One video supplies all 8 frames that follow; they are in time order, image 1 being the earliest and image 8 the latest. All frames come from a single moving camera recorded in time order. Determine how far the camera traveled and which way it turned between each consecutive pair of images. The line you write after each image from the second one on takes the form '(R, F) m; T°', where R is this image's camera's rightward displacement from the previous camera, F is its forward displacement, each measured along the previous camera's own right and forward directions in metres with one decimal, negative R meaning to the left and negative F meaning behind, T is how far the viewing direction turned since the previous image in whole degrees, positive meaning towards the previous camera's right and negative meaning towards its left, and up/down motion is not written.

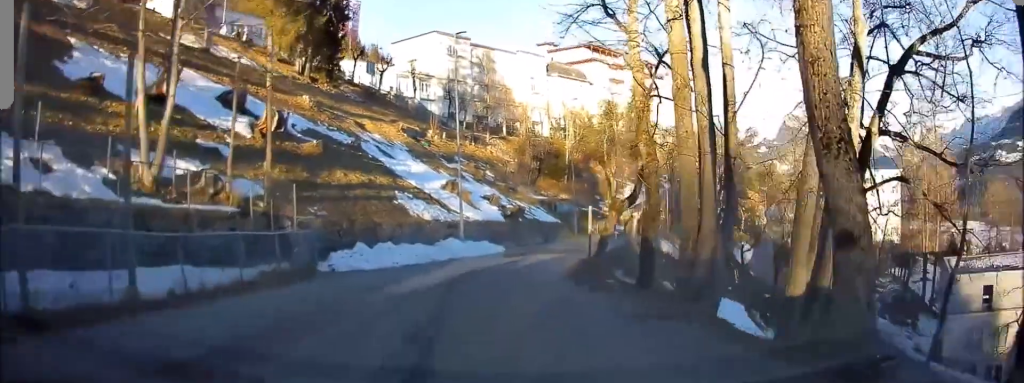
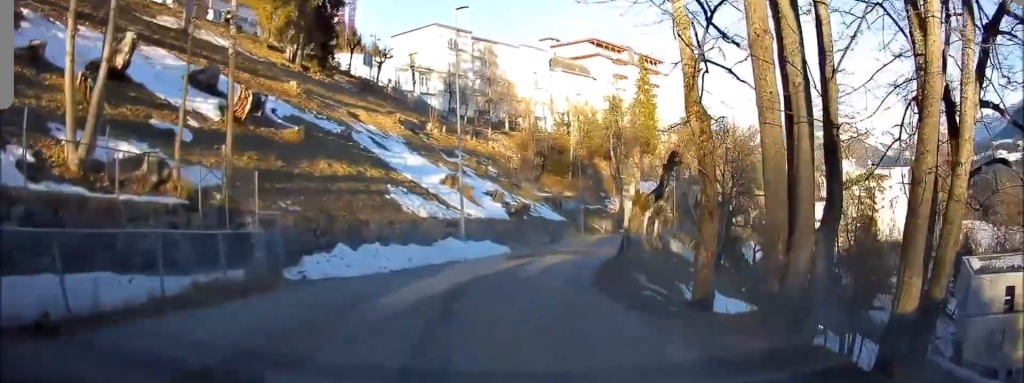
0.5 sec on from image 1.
(+0.5, +2.9) m; +6°
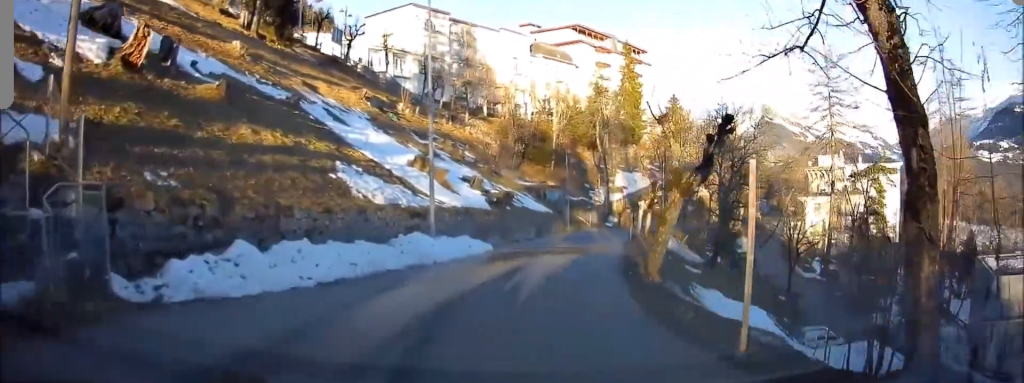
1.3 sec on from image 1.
(+0.3, +5.3) m; +2°
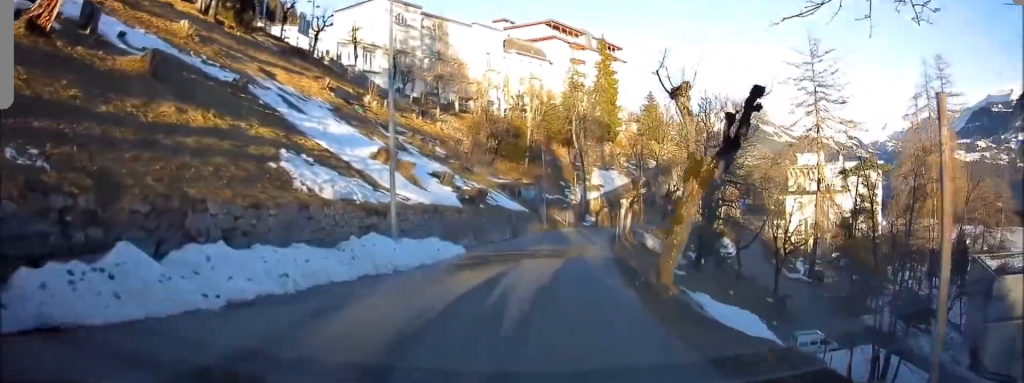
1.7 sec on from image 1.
(0.0, +3.0) m; -1°
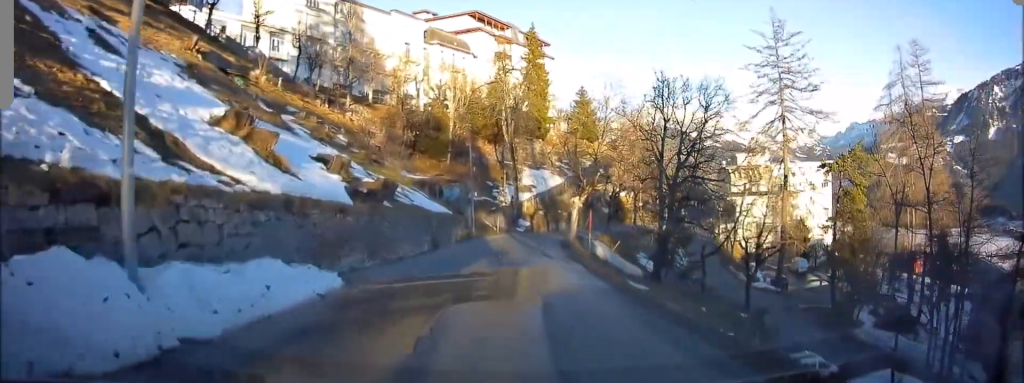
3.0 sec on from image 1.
(+0.1, +9.8) m; +5°
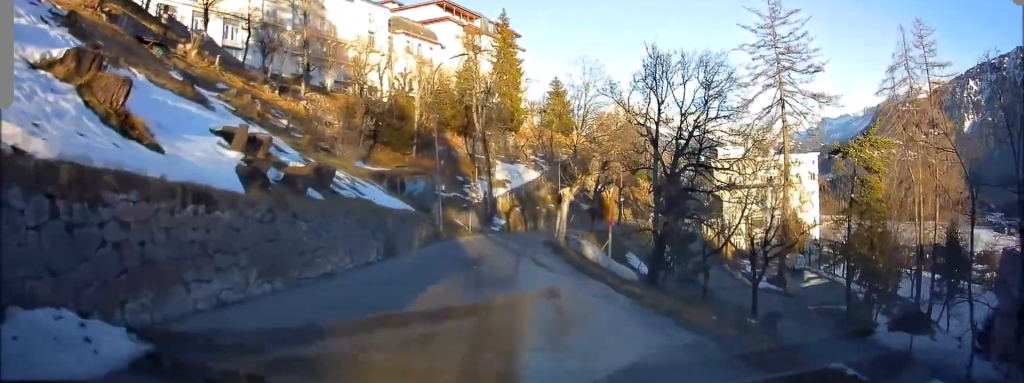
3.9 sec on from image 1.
(+0.4, +6.6) m; +4°
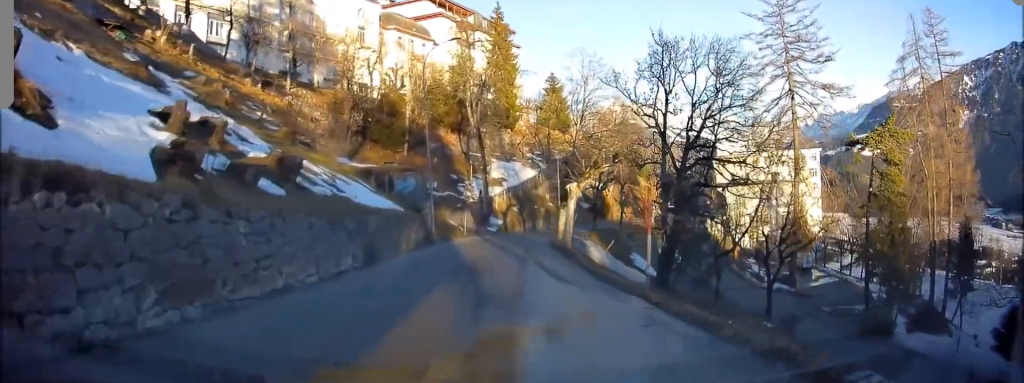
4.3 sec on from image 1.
(0.0, +3.1) m; +1°
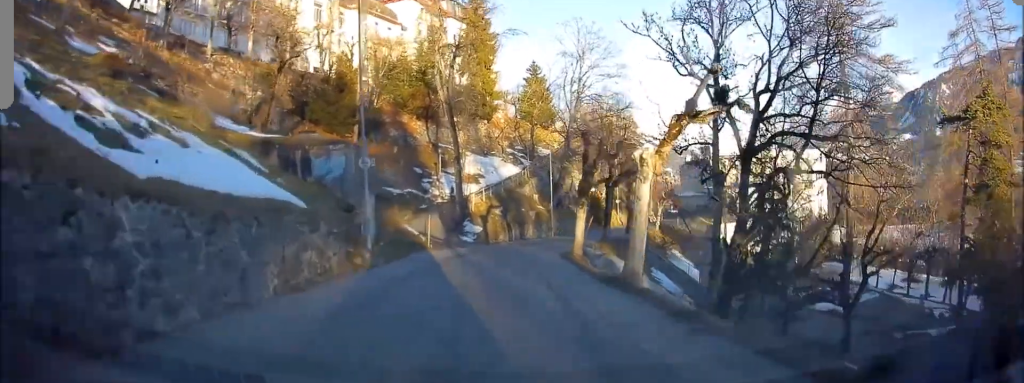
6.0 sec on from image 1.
(+0.3, +13.4) m; -1°
